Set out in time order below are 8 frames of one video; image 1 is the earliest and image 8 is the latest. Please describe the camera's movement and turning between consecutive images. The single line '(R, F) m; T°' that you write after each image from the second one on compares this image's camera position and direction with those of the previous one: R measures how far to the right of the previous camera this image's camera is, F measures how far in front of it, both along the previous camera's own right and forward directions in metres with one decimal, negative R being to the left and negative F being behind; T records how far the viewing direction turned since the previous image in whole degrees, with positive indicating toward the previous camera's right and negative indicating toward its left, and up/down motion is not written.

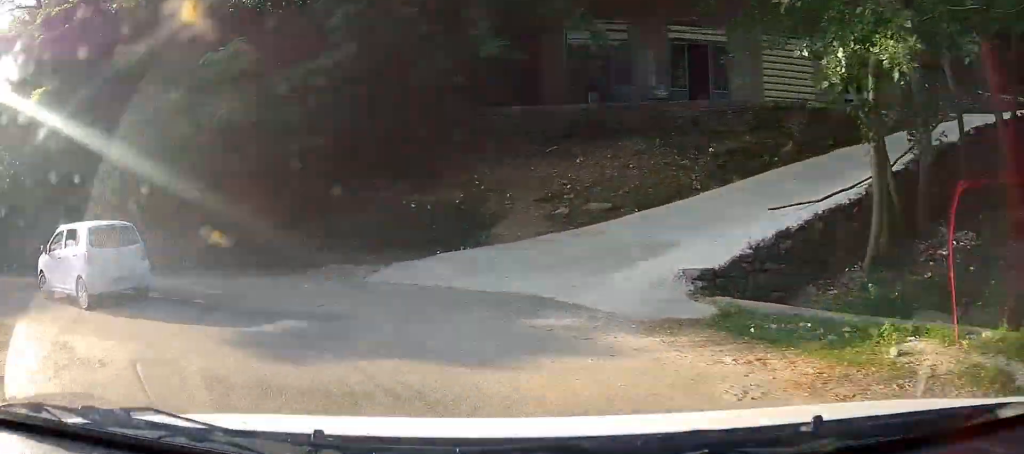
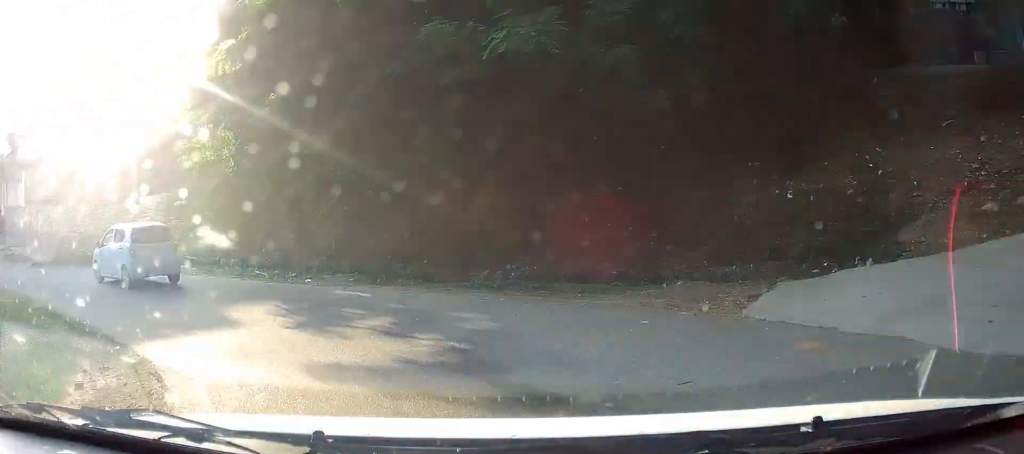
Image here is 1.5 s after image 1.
(-0.1, +3.6) m; -18°
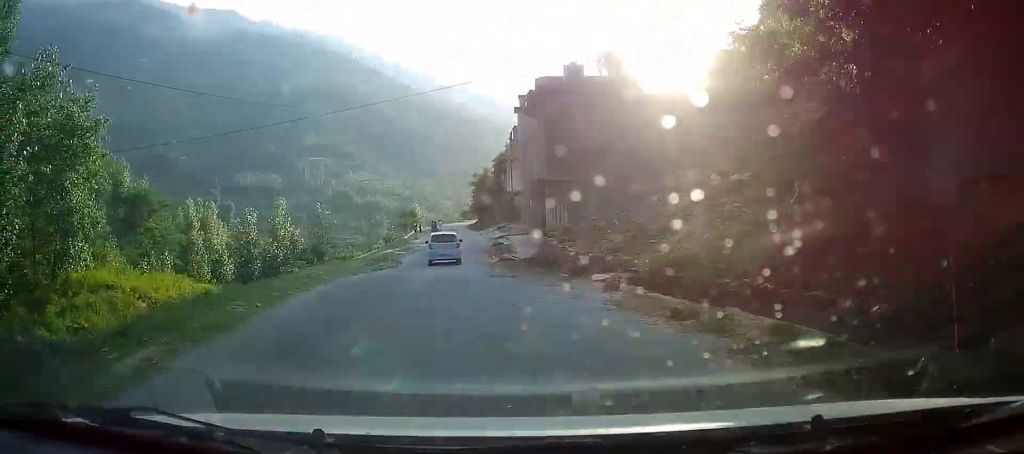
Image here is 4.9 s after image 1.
(-6.1, +4.0) m; -109°
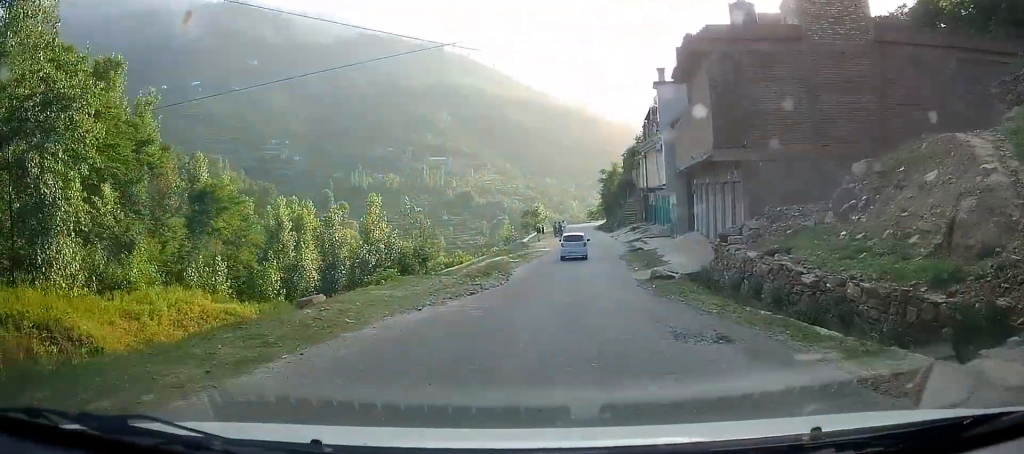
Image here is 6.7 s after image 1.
(-2.8, +7.5) m; -21°
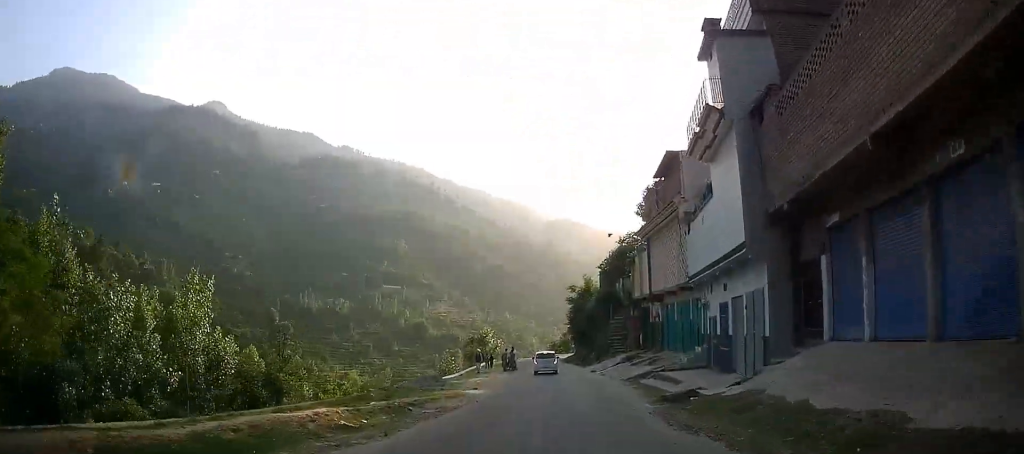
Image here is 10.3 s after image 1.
(+0.3, +20.6) m; +8°
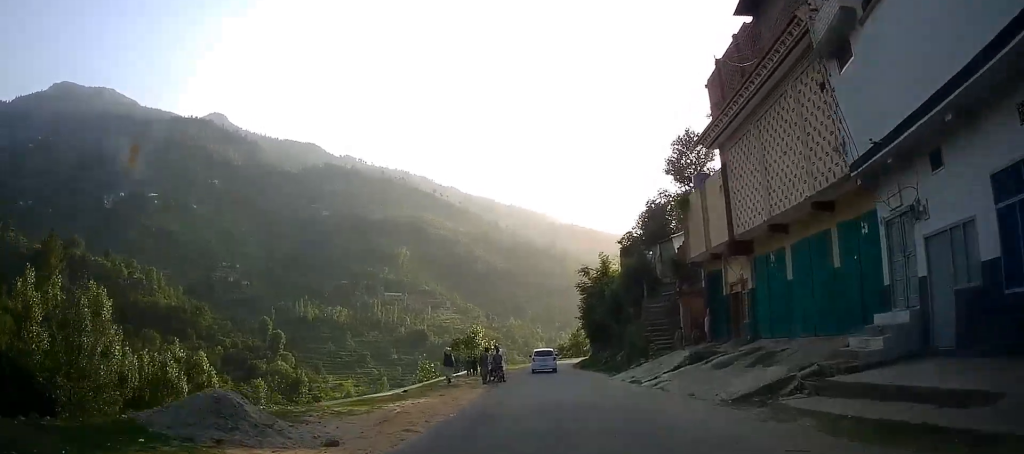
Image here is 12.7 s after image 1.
(+1.0, +16.0) m; +3°
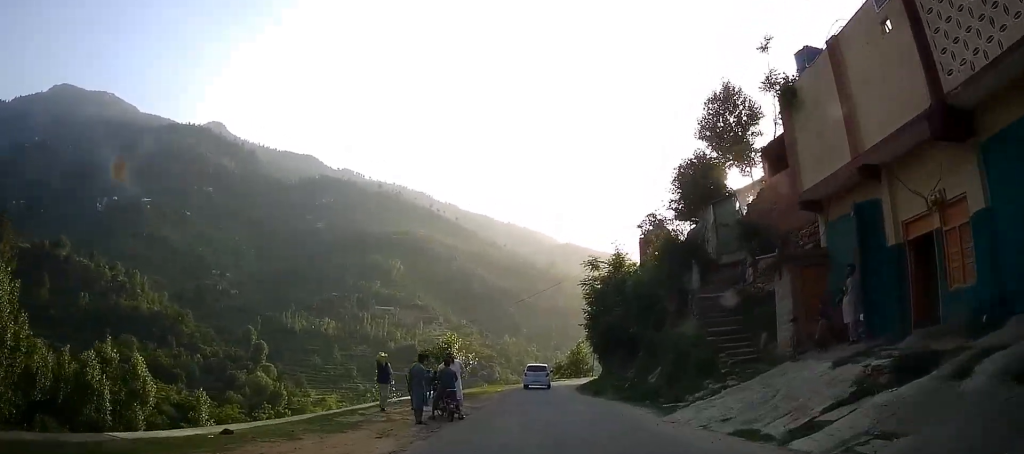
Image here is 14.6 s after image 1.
(-0.3, +13.9) m; +3°
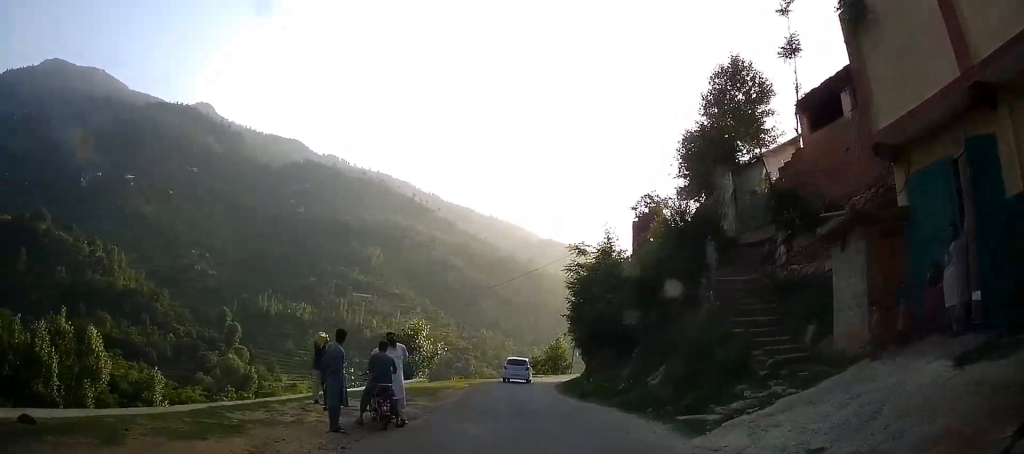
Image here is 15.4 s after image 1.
(0.0, +5.7) m; +1°
